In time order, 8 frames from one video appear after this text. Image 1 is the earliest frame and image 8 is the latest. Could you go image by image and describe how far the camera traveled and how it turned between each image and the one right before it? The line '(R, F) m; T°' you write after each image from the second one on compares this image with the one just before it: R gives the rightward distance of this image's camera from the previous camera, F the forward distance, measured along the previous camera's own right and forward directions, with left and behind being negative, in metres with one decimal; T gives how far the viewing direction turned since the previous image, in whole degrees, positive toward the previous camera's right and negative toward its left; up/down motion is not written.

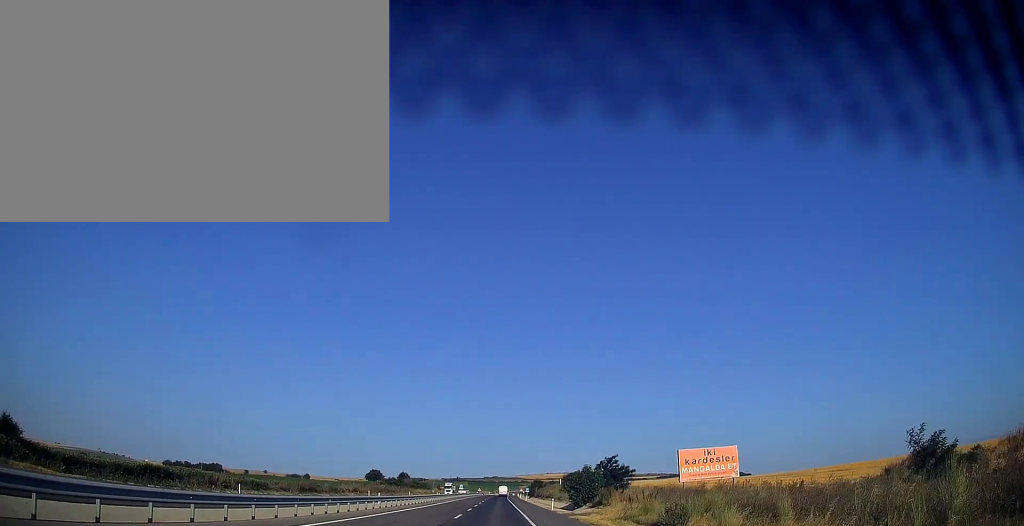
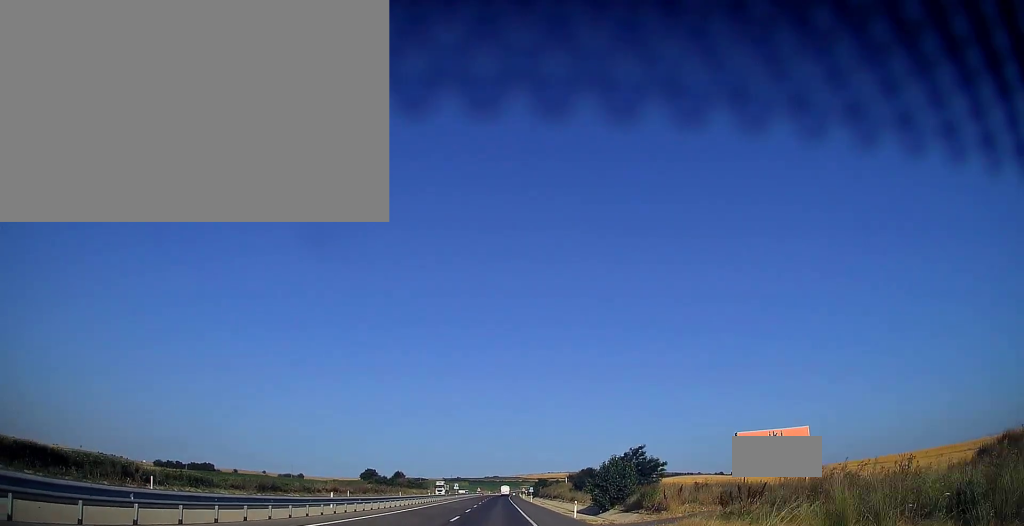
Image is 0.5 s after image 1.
(0.0, +14.8) m; 0°
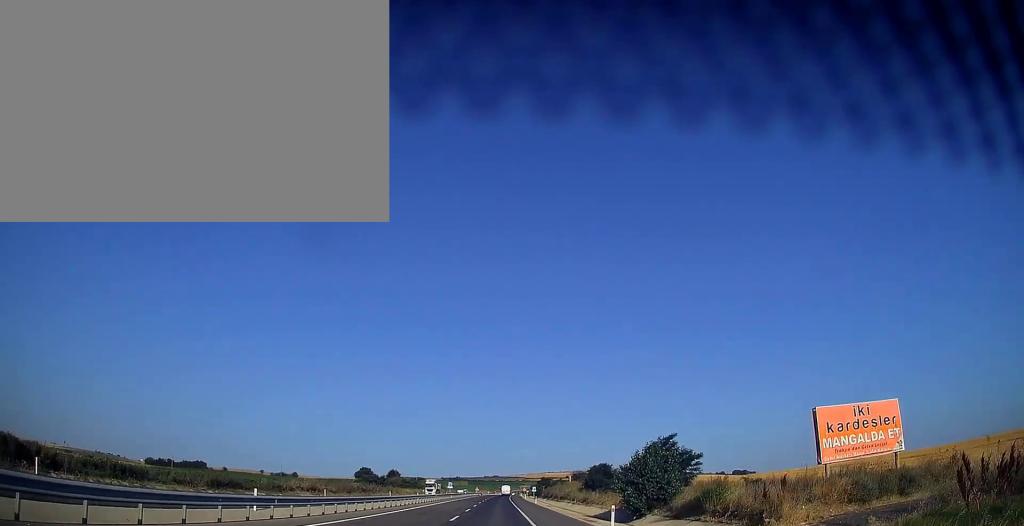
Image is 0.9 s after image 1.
(0.0, +12.8) m; 0°
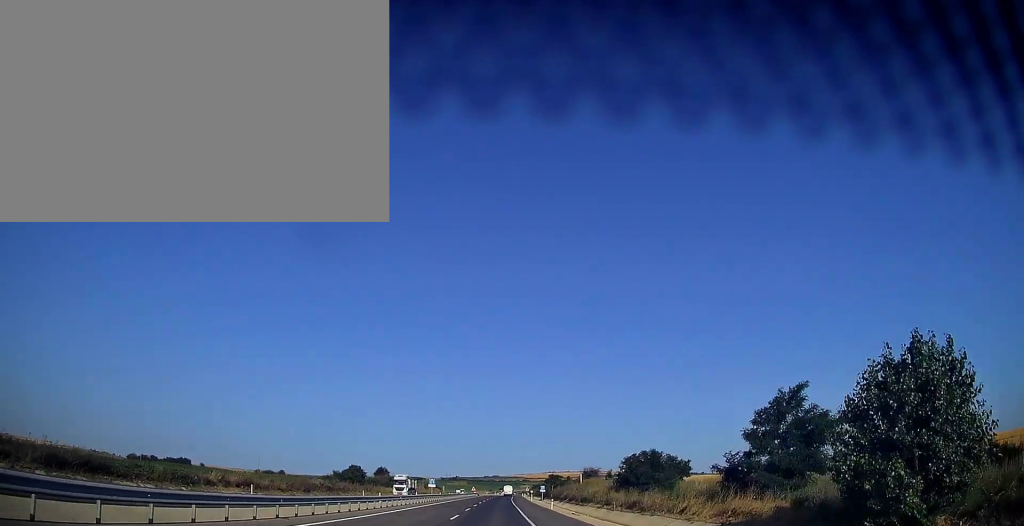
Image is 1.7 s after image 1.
(0.0, +23.6) m; 0°
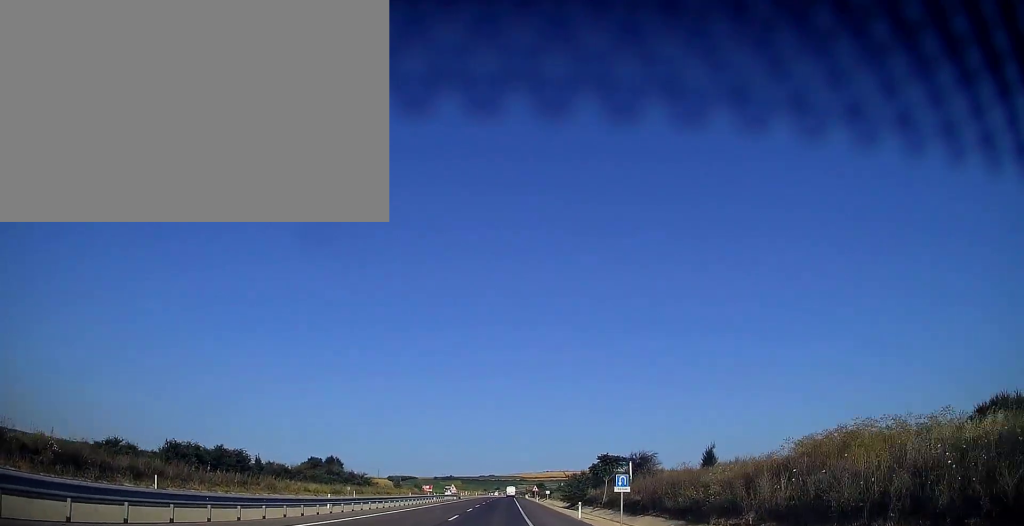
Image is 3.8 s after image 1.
(+0.2, +59.7) m; 0°
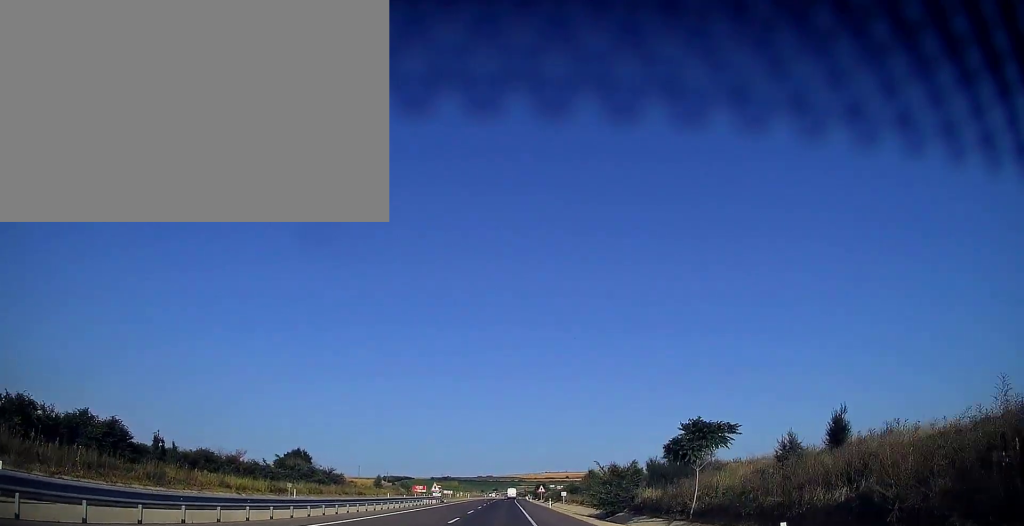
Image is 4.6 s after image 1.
(0.0, +25.5) m; 0°
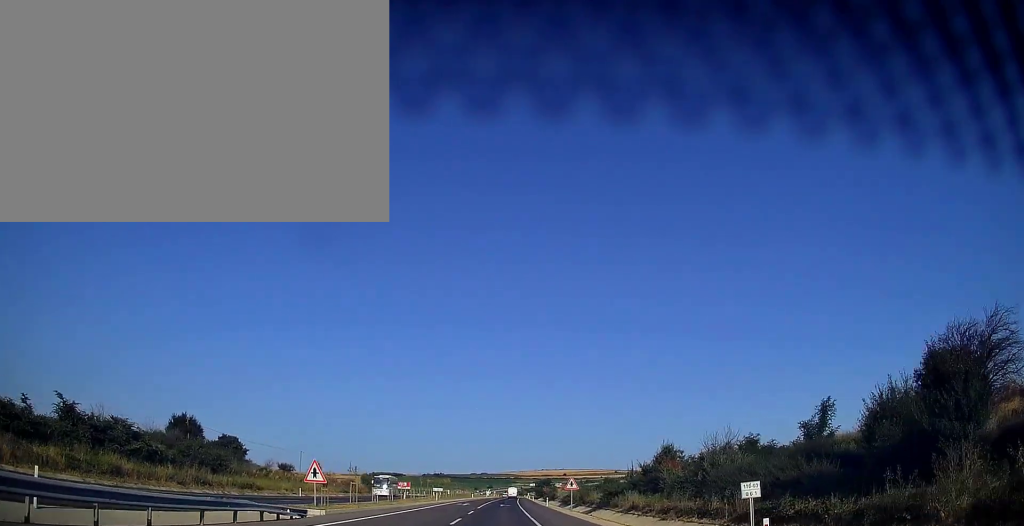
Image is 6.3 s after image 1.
(+0.1, +49.9) m; 0°
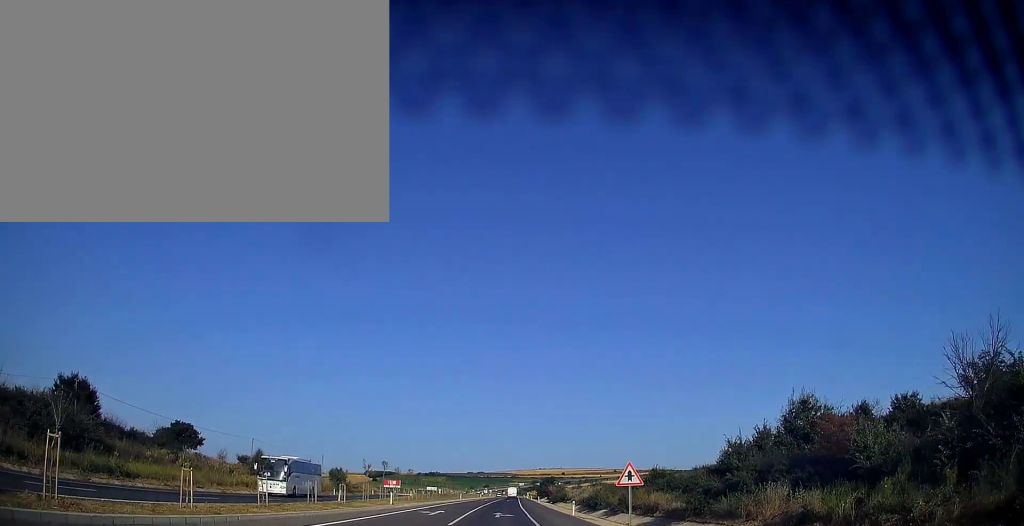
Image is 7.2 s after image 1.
(+0.1, +26.4) m; 0°
